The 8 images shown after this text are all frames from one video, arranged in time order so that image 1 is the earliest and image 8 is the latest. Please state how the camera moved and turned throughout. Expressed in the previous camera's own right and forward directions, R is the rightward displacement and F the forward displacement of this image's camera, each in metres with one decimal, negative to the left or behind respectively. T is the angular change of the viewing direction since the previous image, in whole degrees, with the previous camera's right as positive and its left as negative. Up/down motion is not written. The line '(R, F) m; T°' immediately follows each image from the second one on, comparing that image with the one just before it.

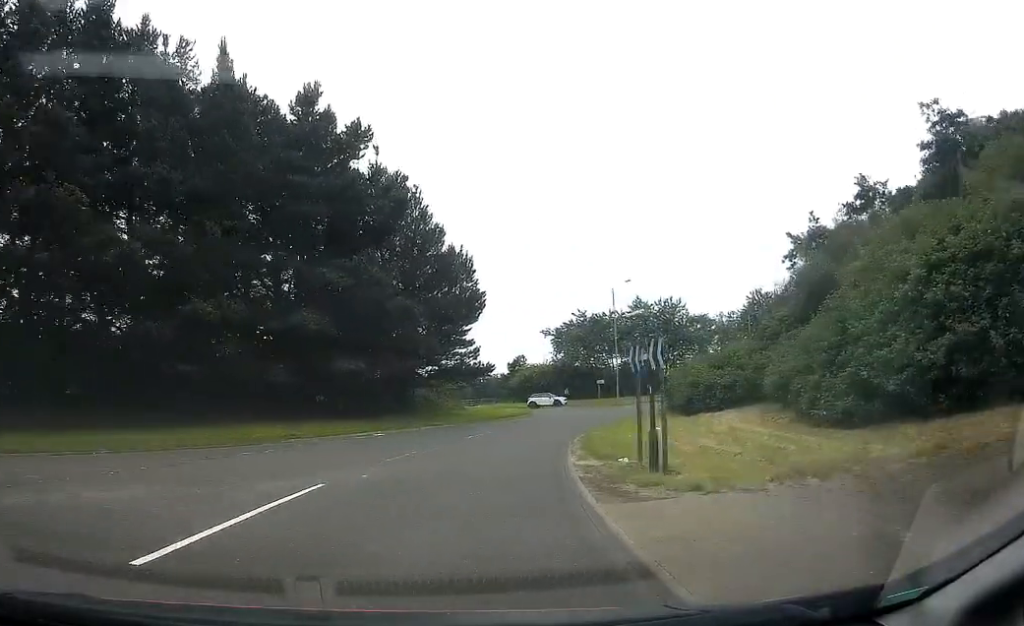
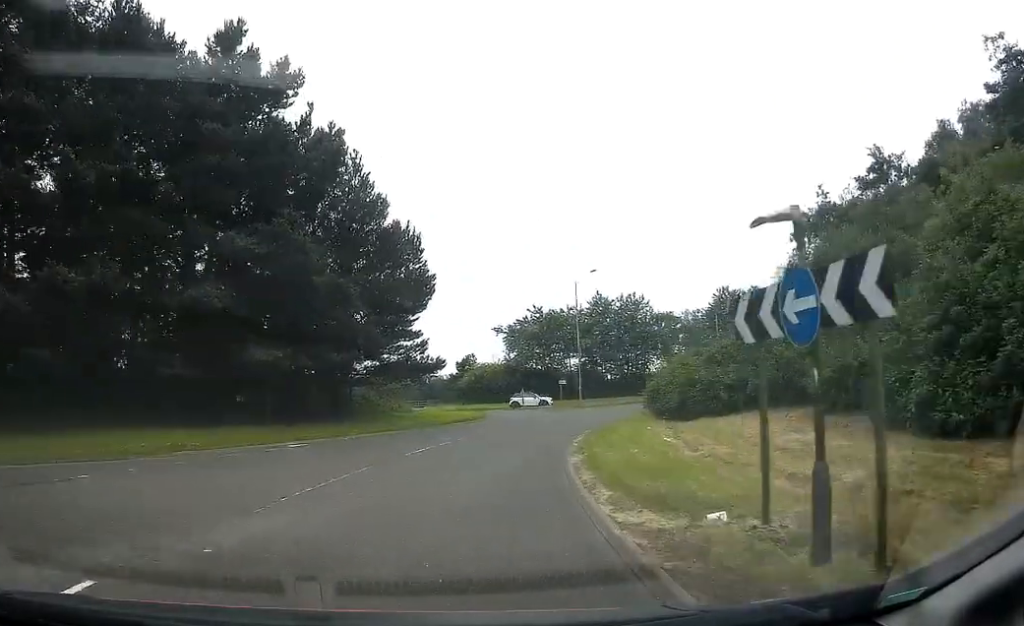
(+0.3, +6.0) m; +4°
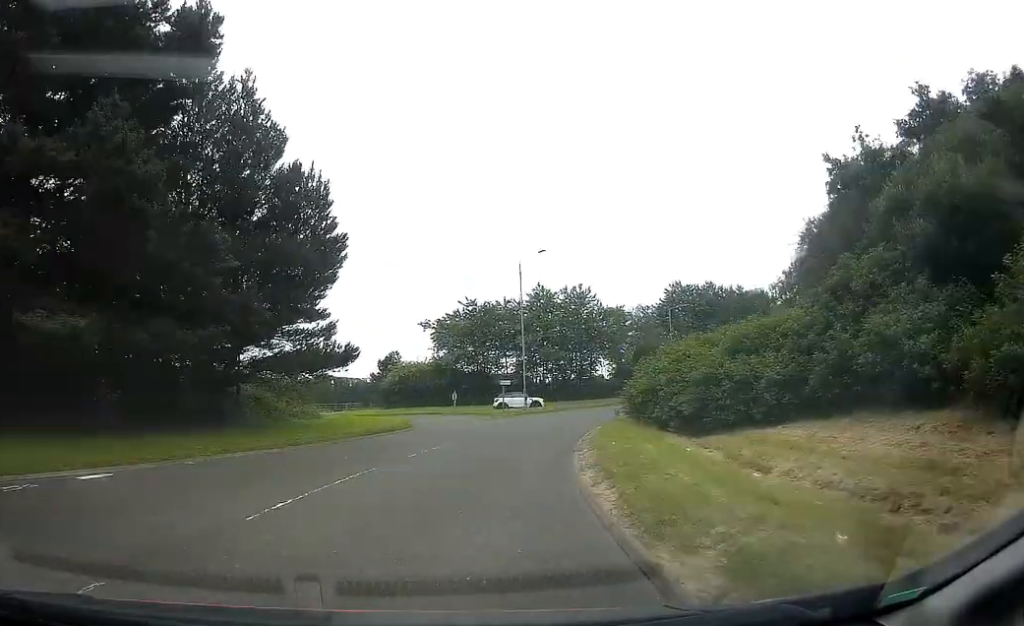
(+0.4, +9.3) m; +6°
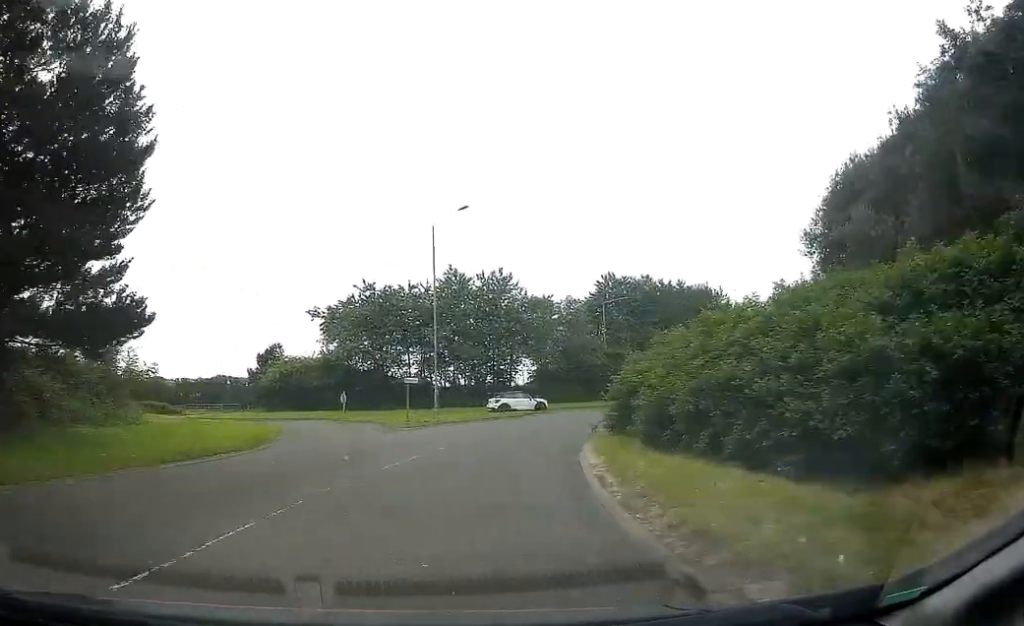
(+0.9, +12.0) m; +8°
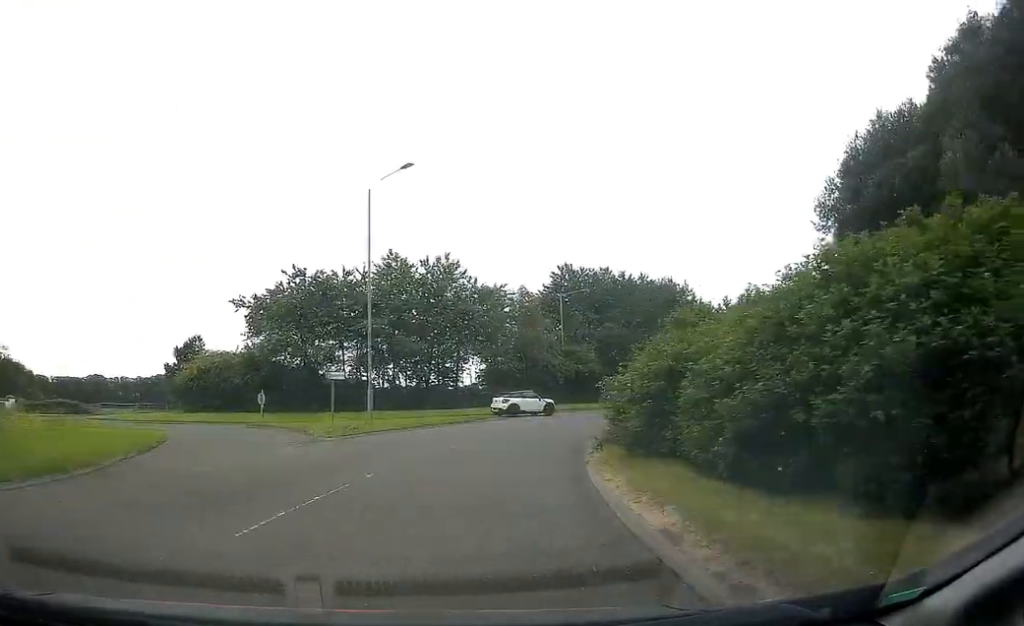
(+0.5, +6.6) m; +4°
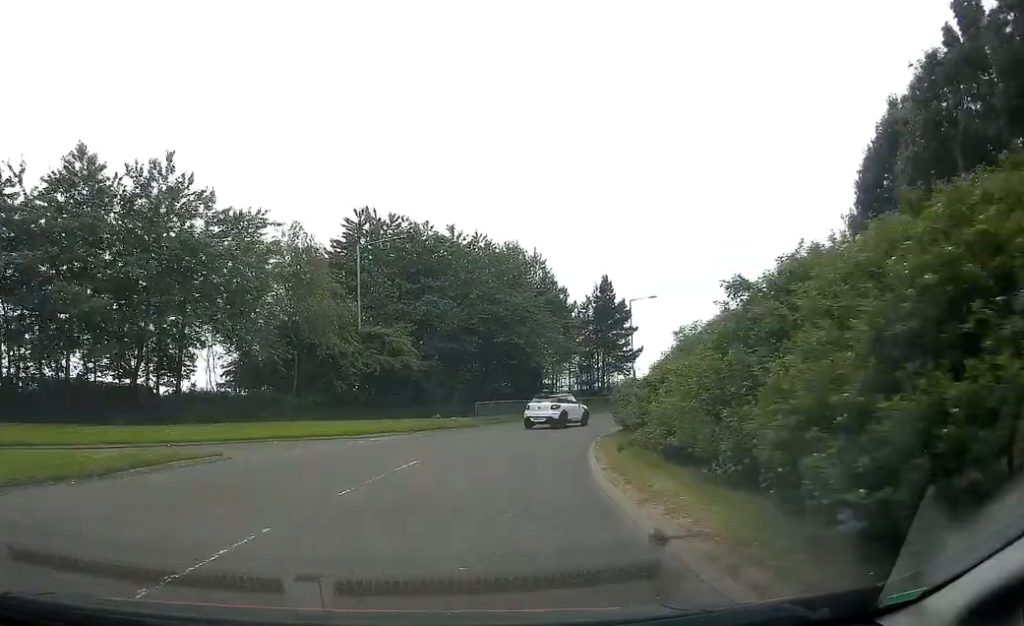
(+2.9, +22.3) m; +19°
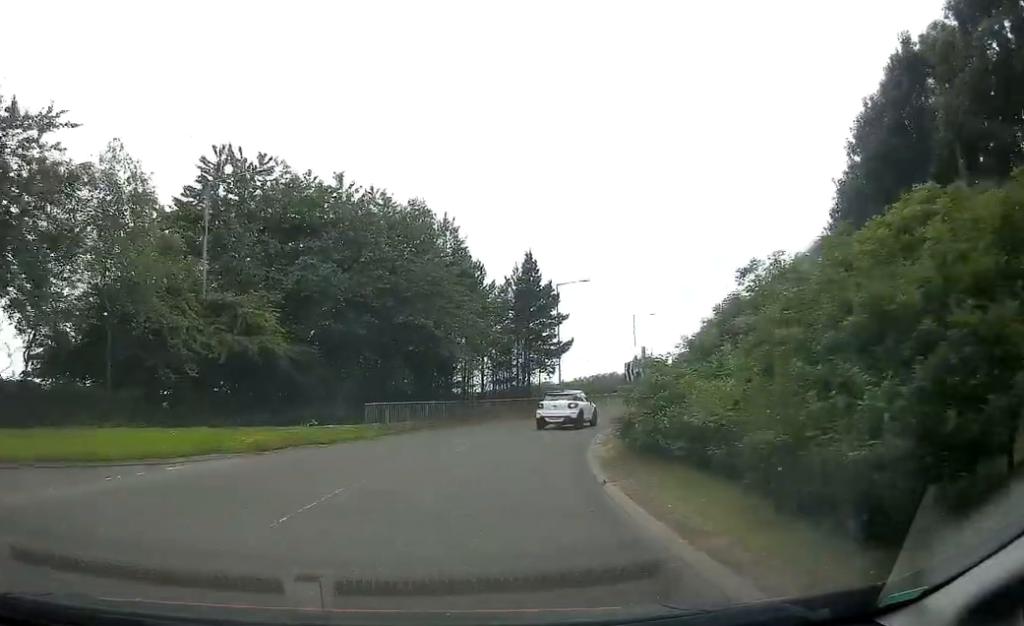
(+1.4, +11.4) m; +11°
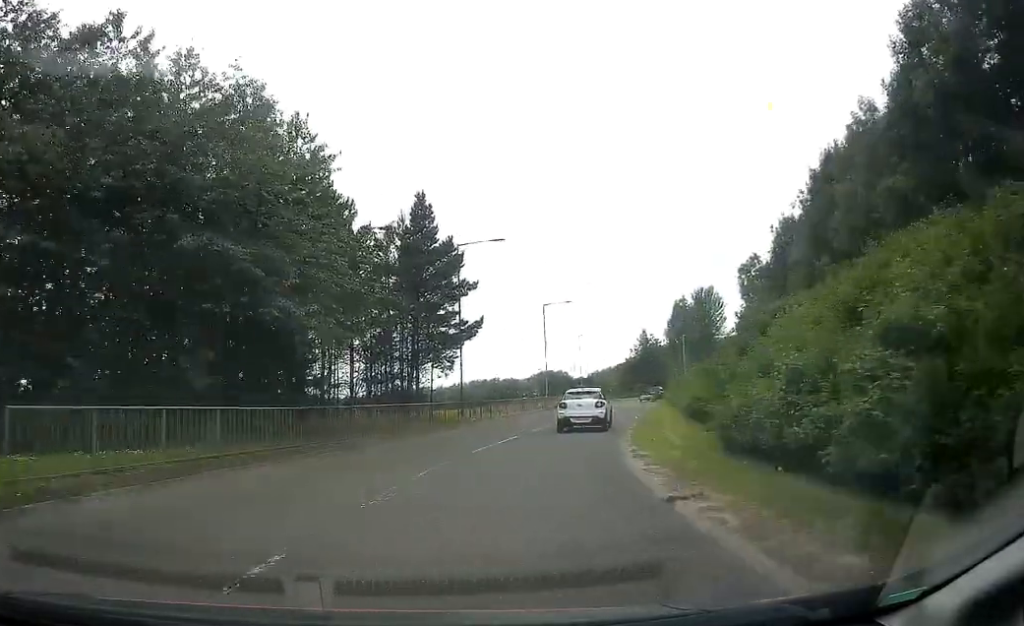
(+1.4, +15.6) m; +9°
